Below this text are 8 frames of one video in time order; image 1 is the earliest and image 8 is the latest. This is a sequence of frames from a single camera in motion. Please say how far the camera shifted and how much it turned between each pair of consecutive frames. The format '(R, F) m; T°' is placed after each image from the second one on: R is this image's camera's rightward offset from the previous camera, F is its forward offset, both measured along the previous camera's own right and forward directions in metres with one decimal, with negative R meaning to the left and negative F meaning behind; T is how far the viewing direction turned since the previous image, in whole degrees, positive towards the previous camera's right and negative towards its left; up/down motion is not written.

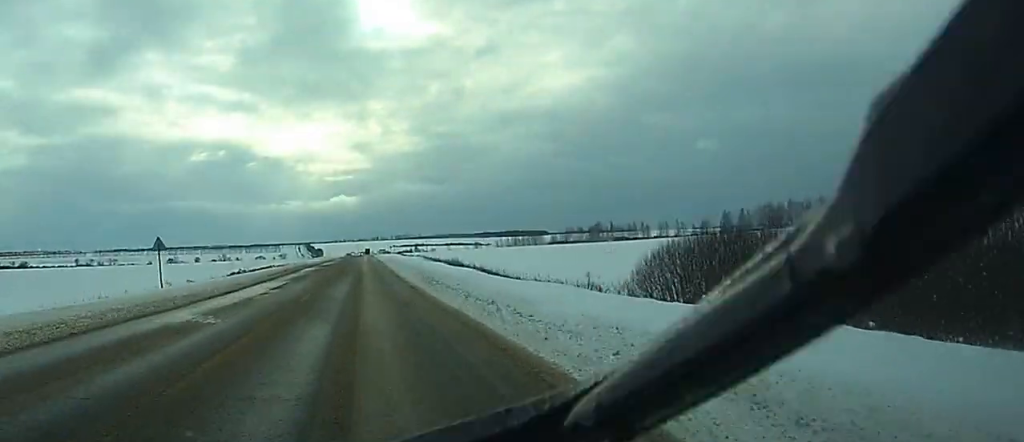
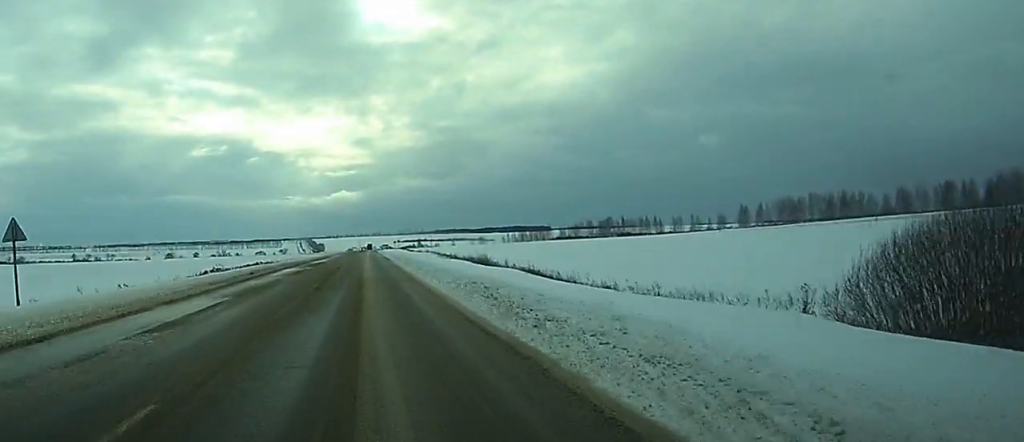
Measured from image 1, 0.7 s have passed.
(0.0, +19.6) m; 0°
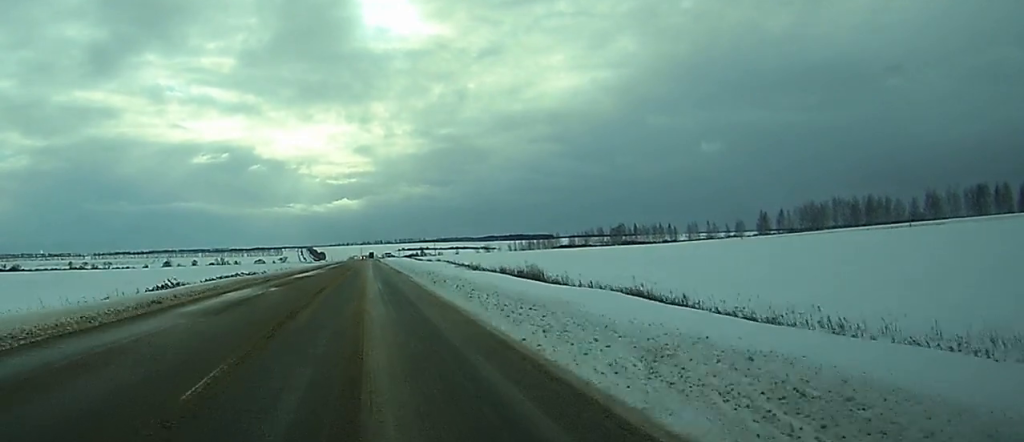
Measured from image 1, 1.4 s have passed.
(0.0, +20.6) m; 0°
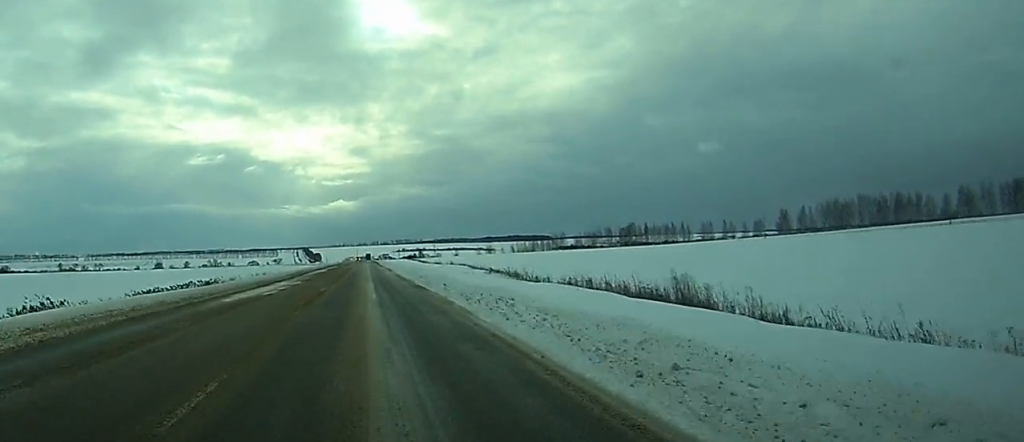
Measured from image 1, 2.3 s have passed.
(-0.1, +25.3) m; 0°
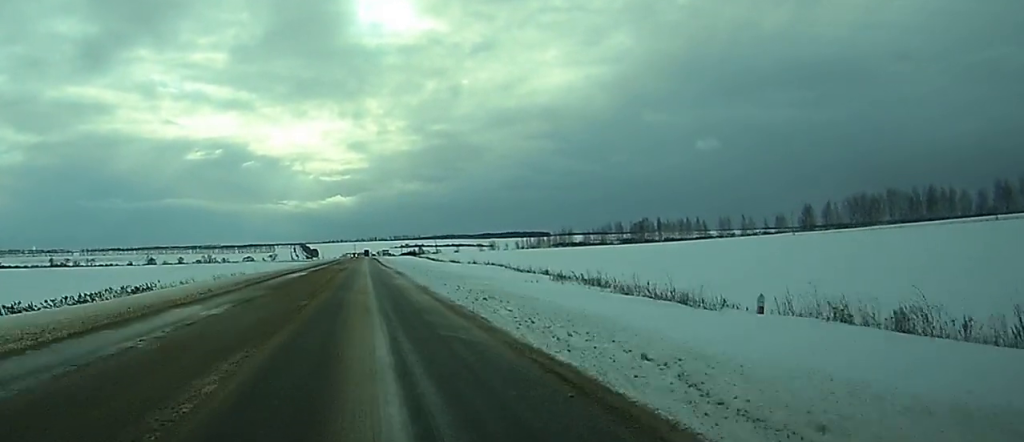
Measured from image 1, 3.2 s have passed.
(0.0, +24.4) m; 0°
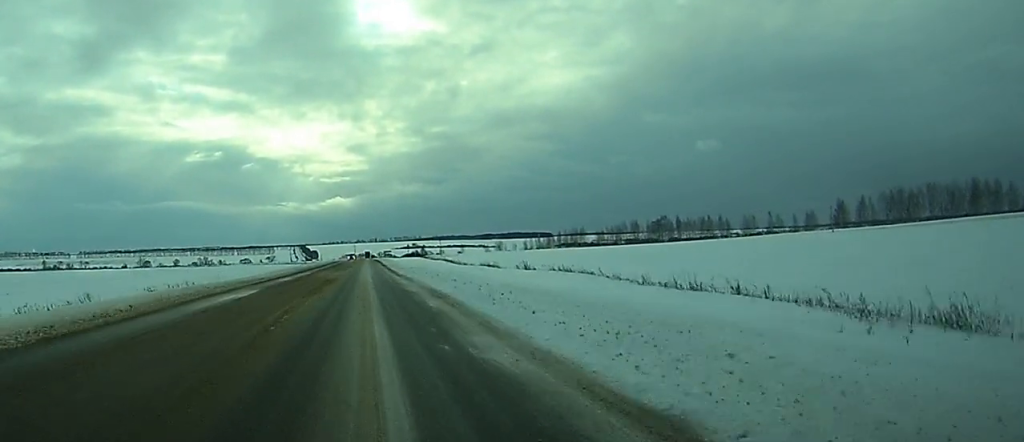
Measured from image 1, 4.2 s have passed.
(+0.1, +27.2) m; 0°
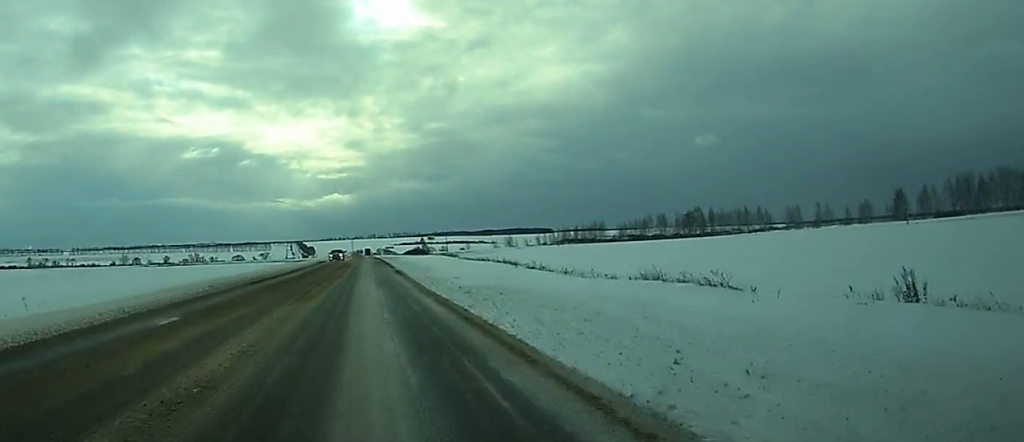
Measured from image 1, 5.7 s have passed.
(-0.1, +42.9) m; 0°
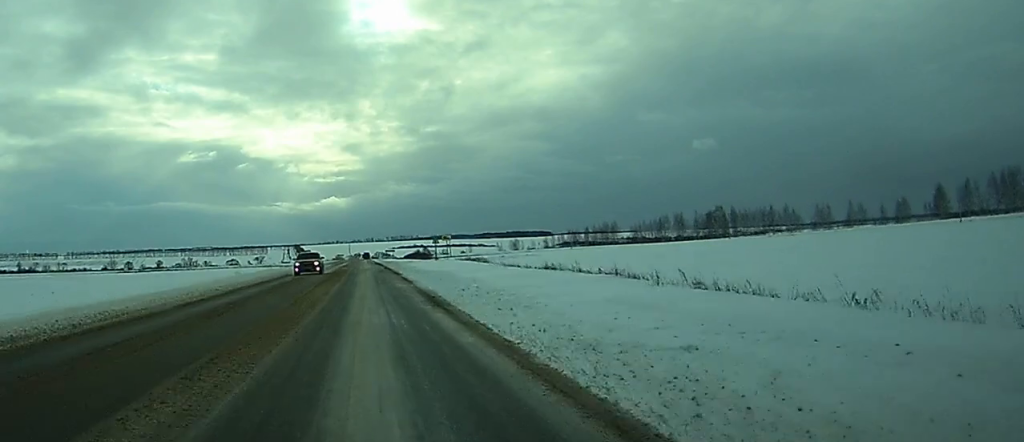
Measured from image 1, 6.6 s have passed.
(-0.1, +25.2) m; 0°
